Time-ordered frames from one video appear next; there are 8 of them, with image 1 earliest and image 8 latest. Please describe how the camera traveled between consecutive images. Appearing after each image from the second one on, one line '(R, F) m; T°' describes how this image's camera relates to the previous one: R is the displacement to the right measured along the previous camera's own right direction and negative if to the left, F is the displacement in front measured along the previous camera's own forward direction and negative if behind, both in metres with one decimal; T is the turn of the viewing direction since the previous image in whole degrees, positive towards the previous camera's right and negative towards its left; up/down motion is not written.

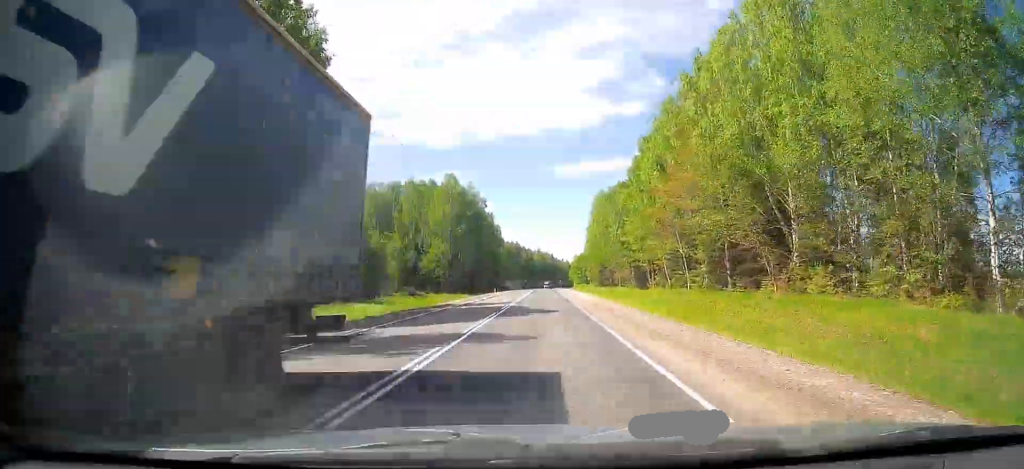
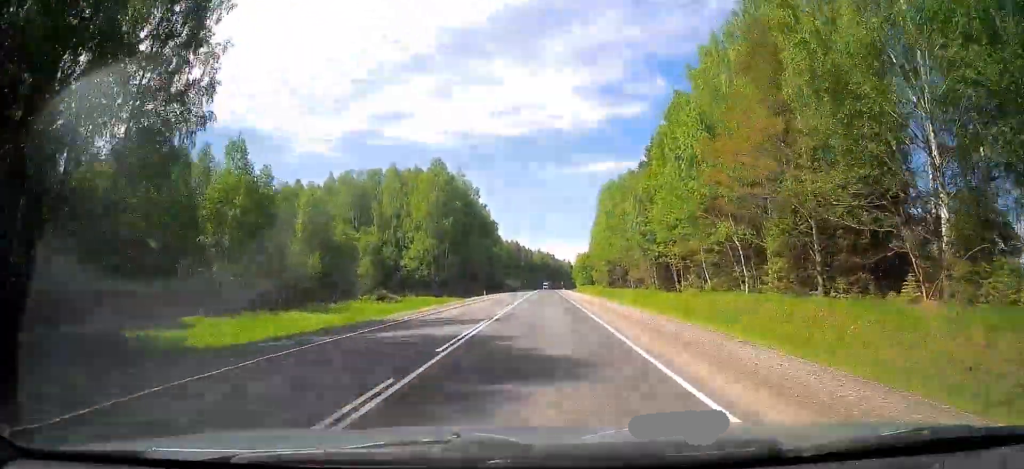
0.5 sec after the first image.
(0.0, +15.6) m; 0°
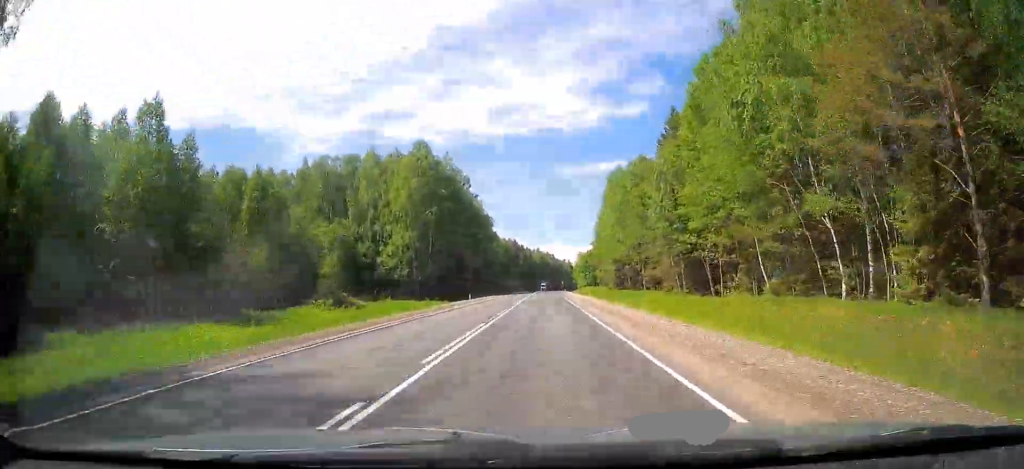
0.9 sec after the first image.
(0.0, +13.4) m; 0°
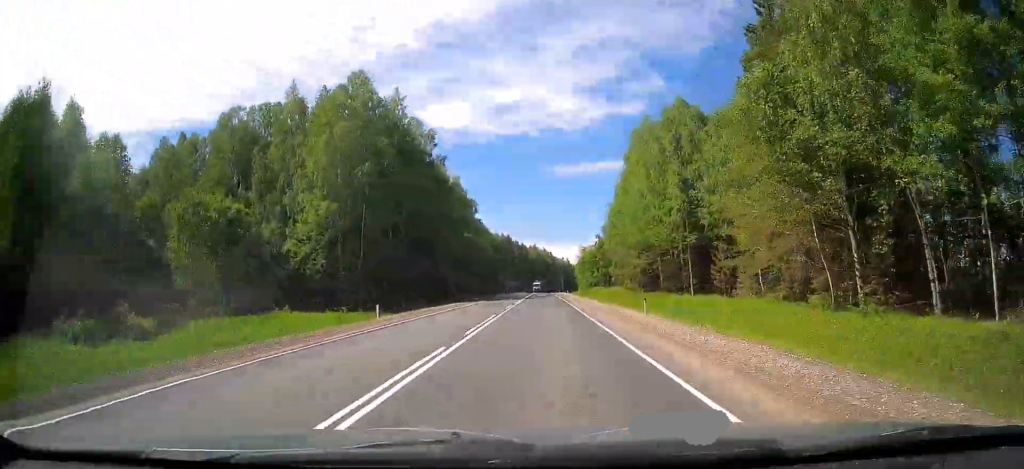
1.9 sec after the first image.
(0.0, +30.8) m; 0°
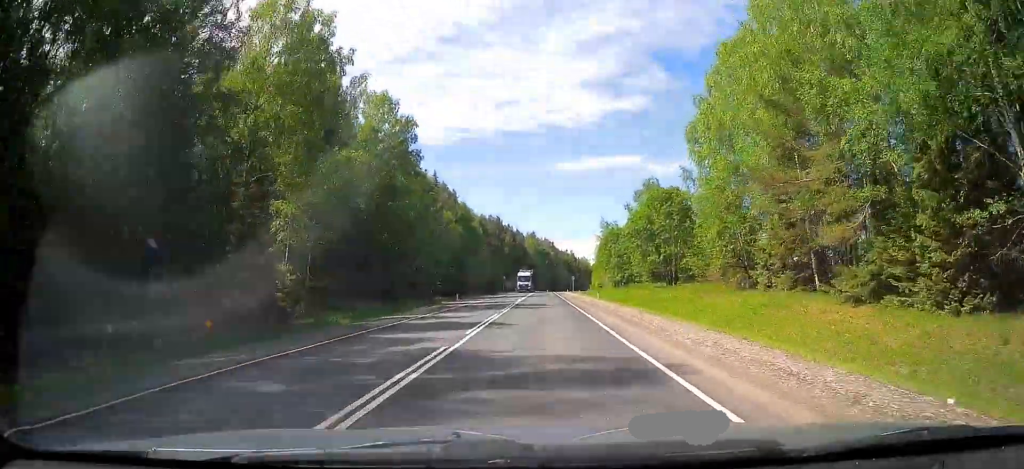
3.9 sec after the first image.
(-0.5, +59.5) m; -1°
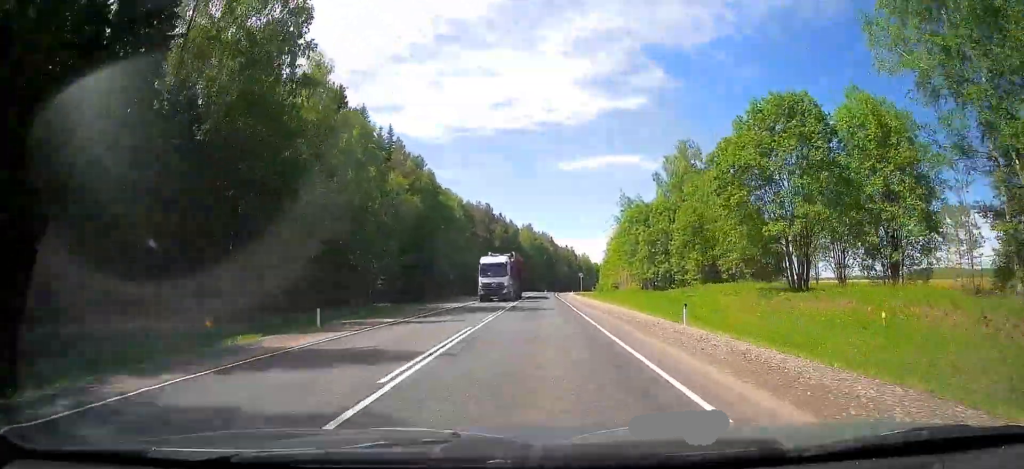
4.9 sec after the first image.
(-0.2, +30.8) m; +1°
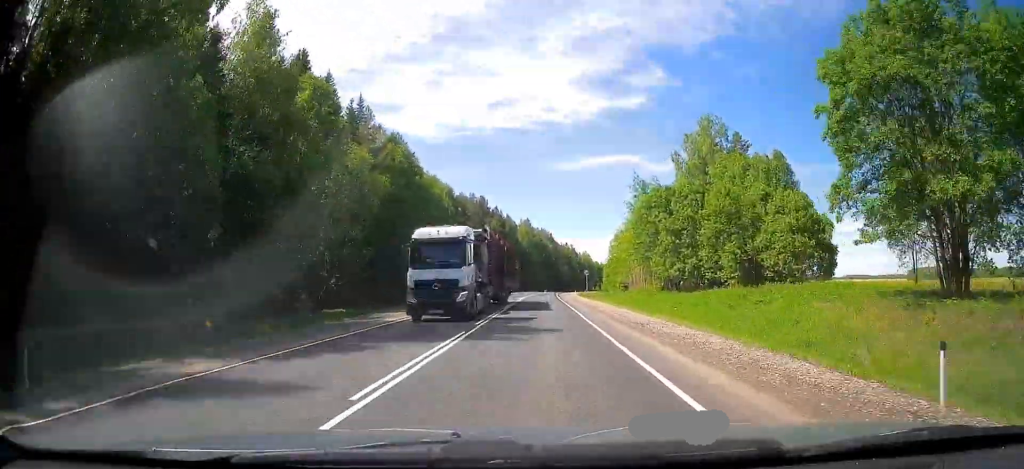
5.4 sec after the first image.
(-0.2, +12.9) m; +1°
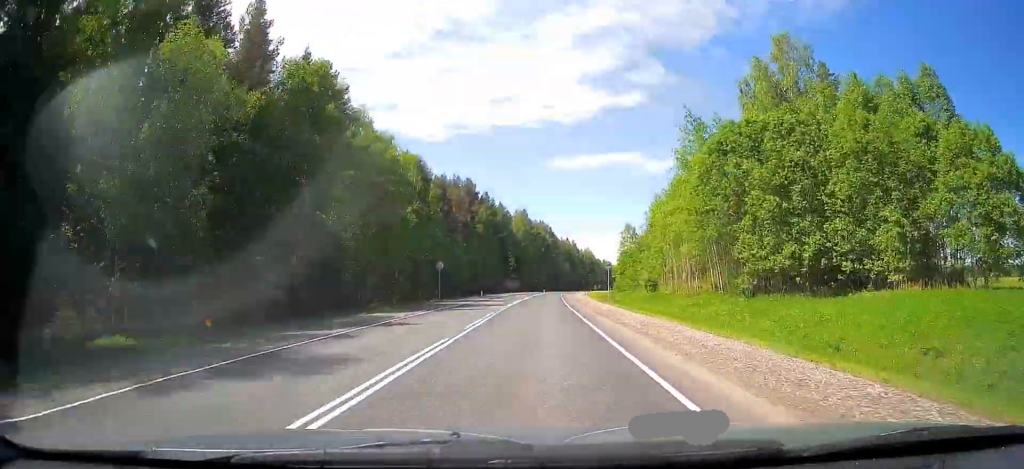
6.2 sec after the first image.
(+0.9, +25.7) m; 0°
